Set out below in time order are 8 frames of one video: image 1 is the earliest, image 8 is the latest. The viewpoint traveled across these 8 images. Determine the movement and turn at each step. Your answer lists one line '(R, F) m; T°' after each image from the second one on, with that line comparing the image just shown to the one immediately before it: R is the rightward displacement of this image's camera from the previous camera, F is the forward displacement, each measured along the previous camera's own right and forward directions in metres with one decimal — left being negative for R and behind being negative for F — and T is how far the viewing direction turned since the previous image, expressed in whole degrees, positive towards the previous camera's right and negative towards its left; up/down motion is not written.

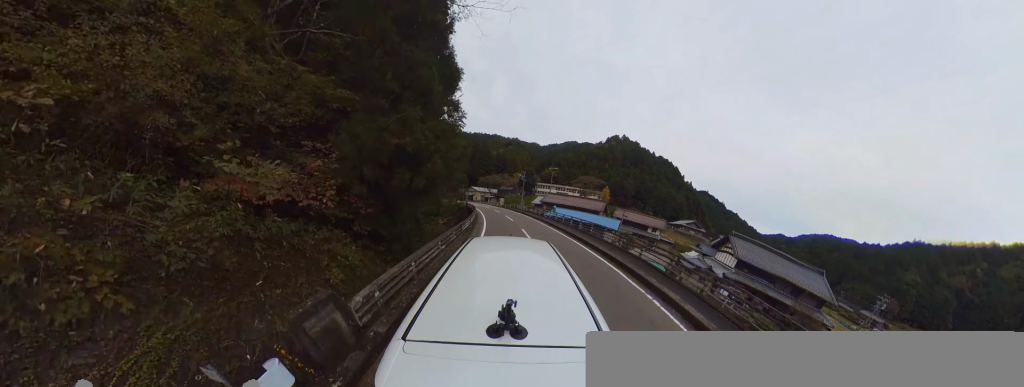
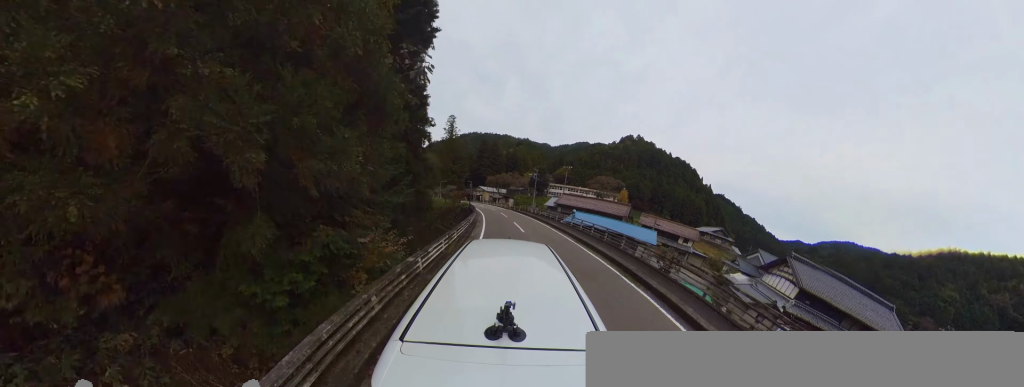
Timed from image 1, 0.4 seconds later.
(-0.4, +5.6) m; -2°
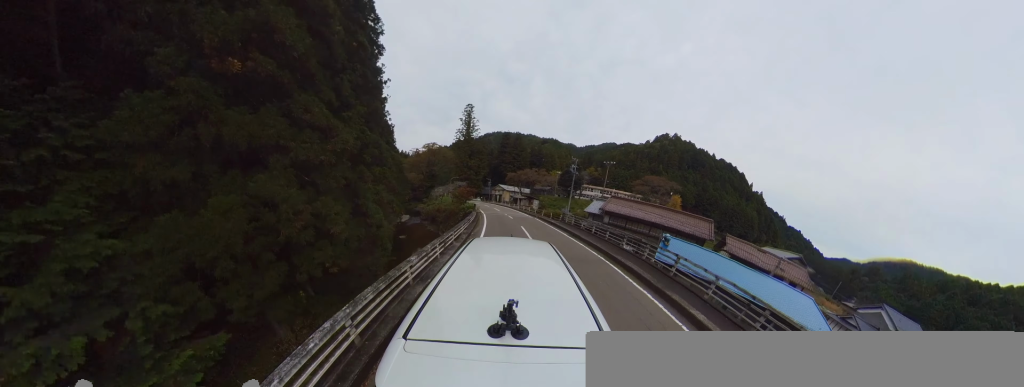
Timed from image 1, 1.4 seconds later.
(+0.5, +13.1) m; -9°
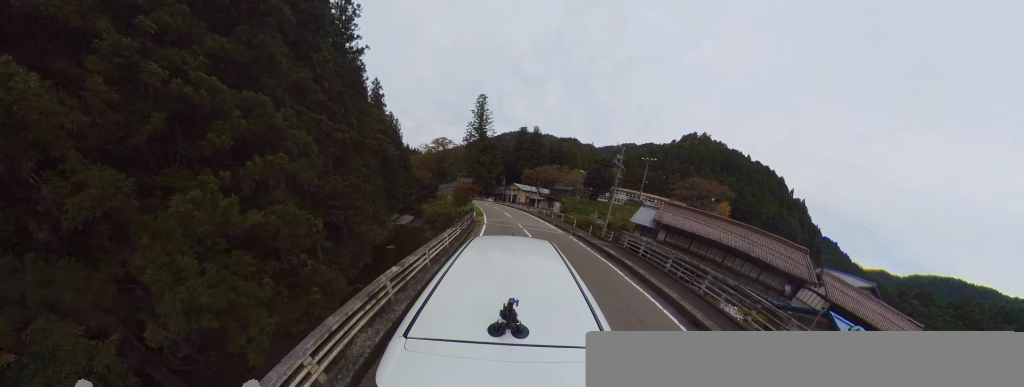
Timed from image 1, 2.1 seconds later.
(-1.8, +8.7) m; -6°
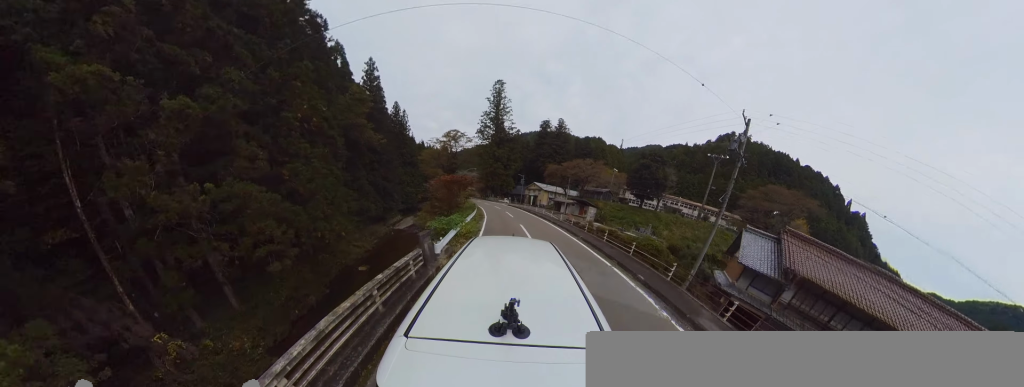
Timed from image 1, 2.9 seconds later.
(-0.2, +11.4) m; -6°
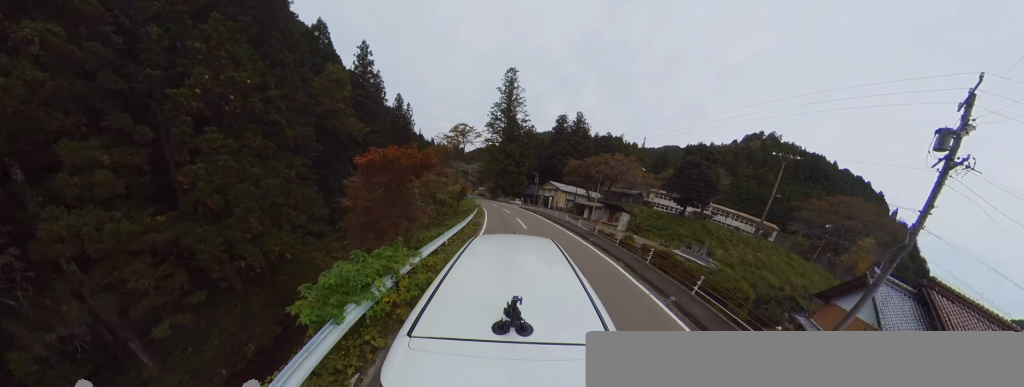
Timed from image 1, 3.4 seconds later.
(+0.5, +6.9) m; -3°
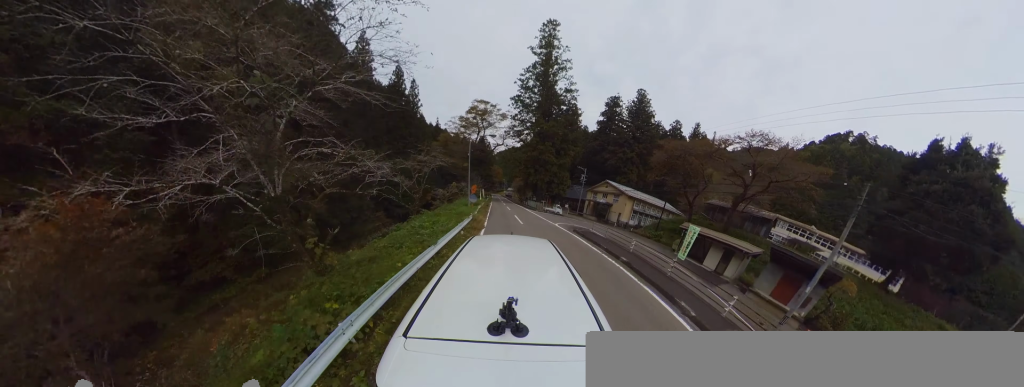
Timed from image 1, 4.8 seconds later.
(-2.5, +19.4) m; -9°
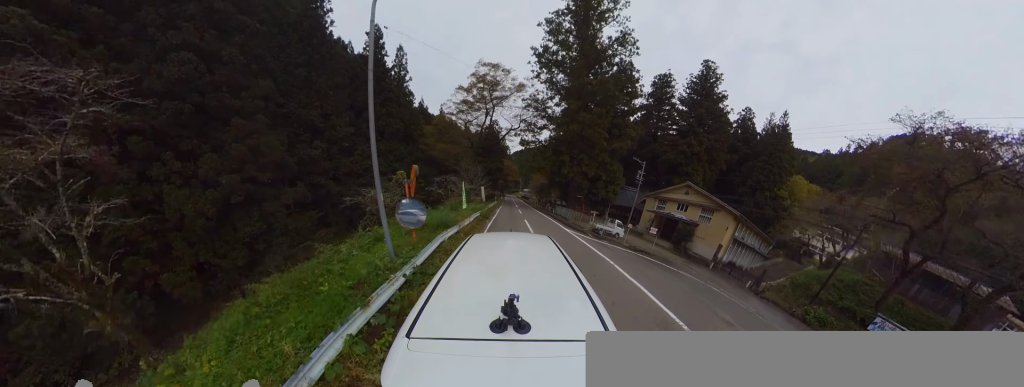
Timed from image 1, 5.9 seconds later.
(-0.5, +14.9) m; -2°
